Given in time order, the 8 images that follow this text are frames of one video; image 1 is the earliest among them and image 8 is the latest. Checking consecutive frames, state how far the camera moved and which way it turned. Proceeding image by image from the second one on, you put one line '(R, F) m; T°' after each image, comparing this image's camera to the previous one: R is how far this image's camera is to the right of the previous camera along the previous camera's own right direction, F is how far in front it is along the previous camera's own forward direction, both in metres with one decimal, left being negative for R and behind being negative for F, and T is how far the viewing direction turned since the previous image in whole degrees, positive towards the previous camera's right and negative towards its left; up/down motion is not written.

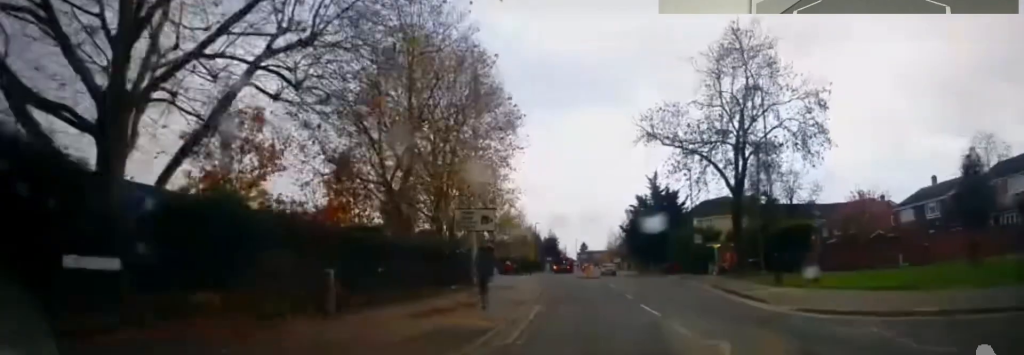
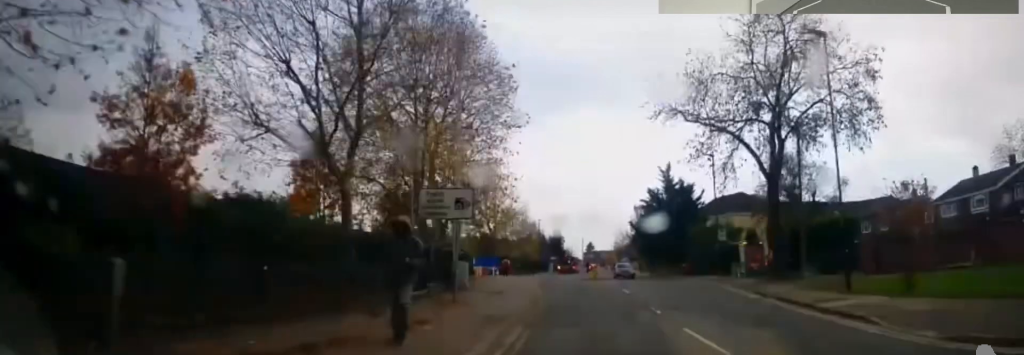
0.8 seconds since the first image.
(-0.2, +6.4) m; -3°
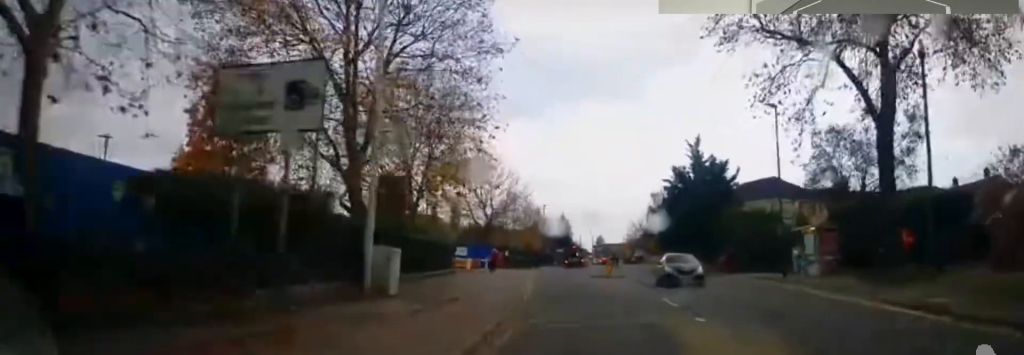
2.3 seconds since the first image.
(-0.4, +12.3) m; -1°
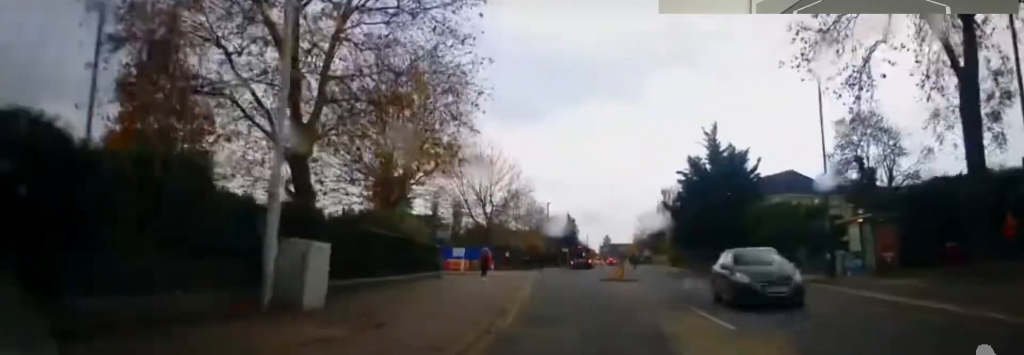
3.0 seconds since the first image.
(+0.1, +5.2) m; 0°
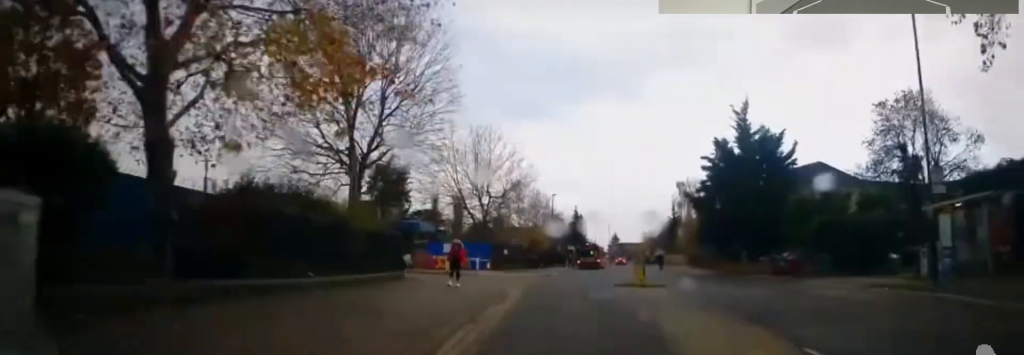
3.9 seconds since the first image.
(-0.1, +7.2) m; -1°
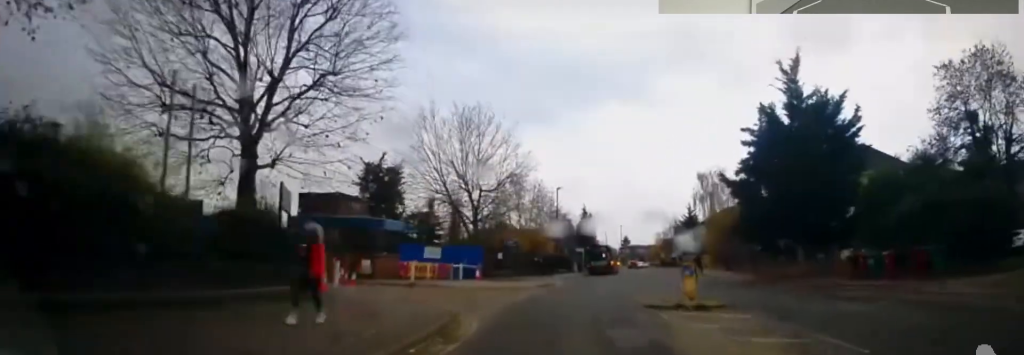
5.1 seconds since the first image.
(-0.1, +9.7) m; 0°
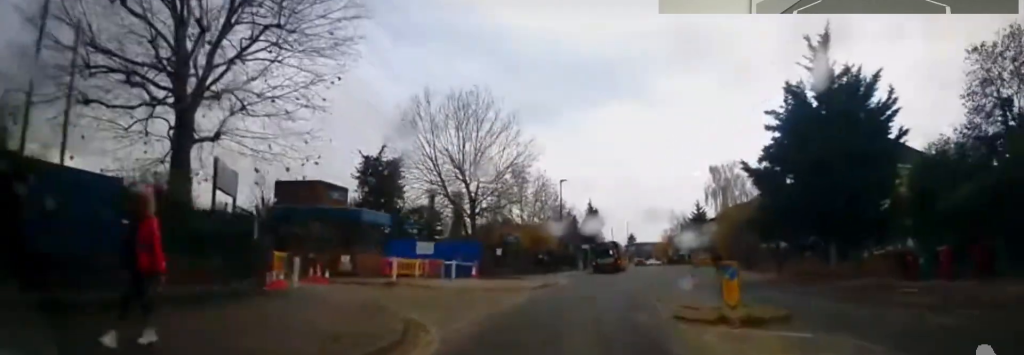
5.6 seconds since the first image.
(0.0, +3.6) m; 0°
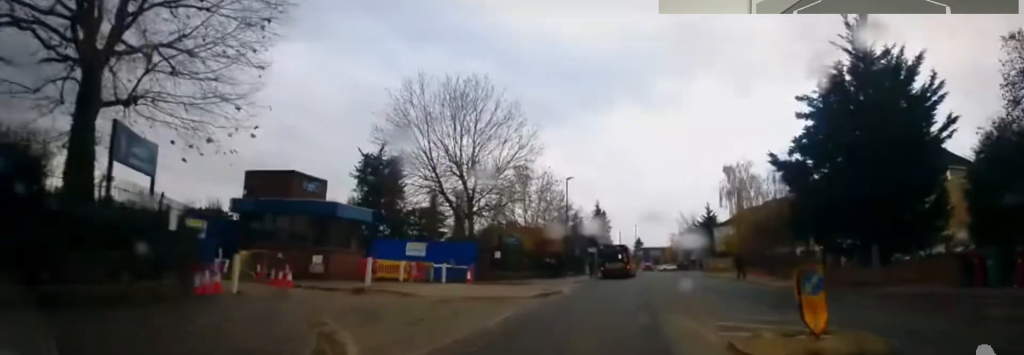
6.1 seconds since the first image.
(0.0, +3.8) m; 0°
